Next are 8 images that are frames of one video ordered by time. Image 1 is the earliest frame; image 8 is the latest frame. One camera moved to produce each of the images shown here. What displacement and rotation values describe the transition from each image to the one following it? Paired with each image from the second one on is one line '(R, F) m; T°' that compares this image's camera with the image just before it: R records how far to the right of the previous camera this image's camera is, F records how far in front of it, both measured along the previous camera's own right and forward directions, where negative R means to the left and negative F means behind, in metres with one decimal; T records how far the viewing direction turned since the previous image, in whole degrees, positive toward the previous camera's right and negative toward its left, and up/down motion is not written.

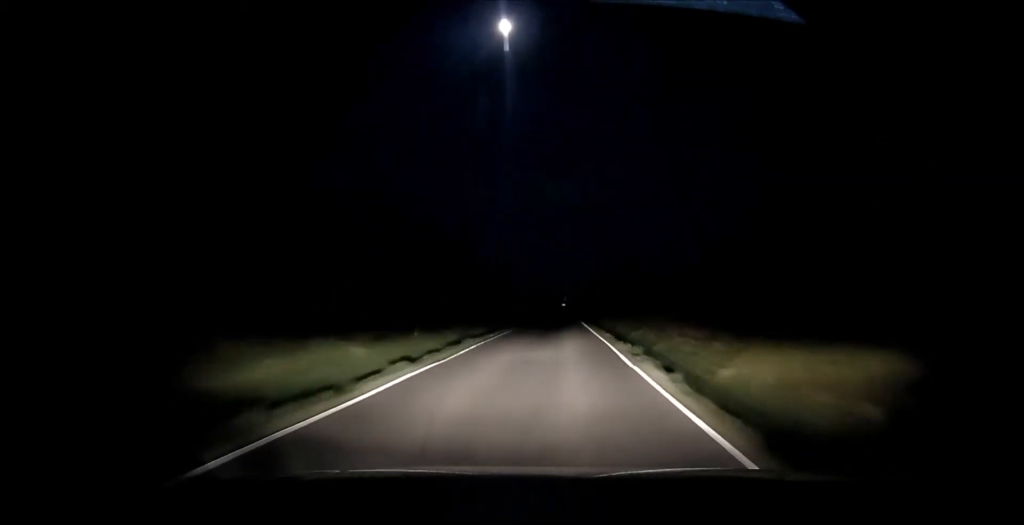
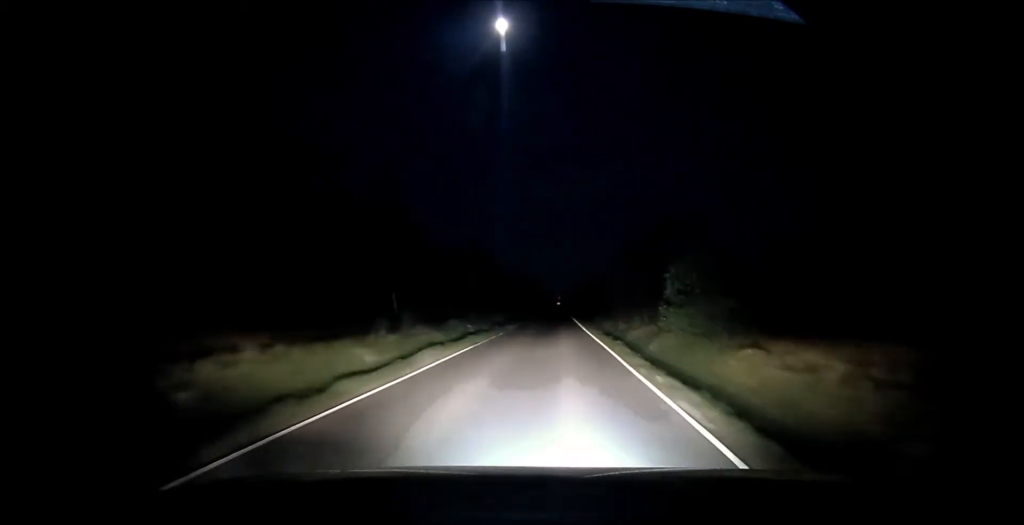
(0.0, +30.4) m; +1°
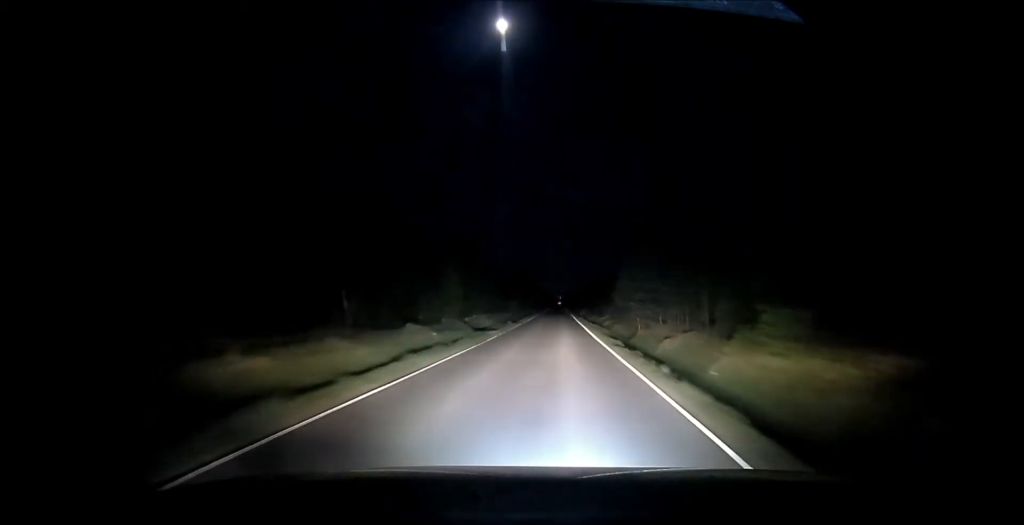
(+0.1, +10.7) m; 0°
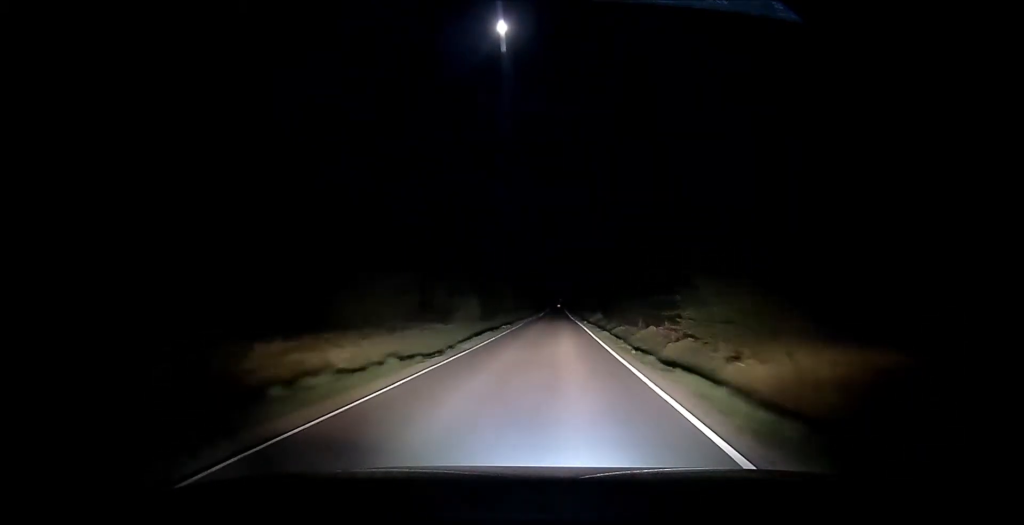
(-0.1, +32.0) m; 0°
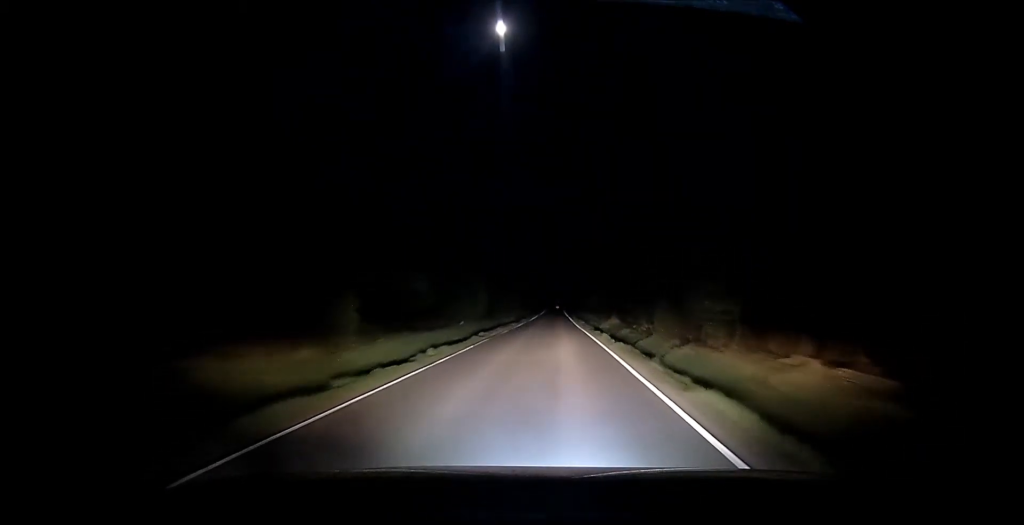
(+0.4, +22.2) m; 0°
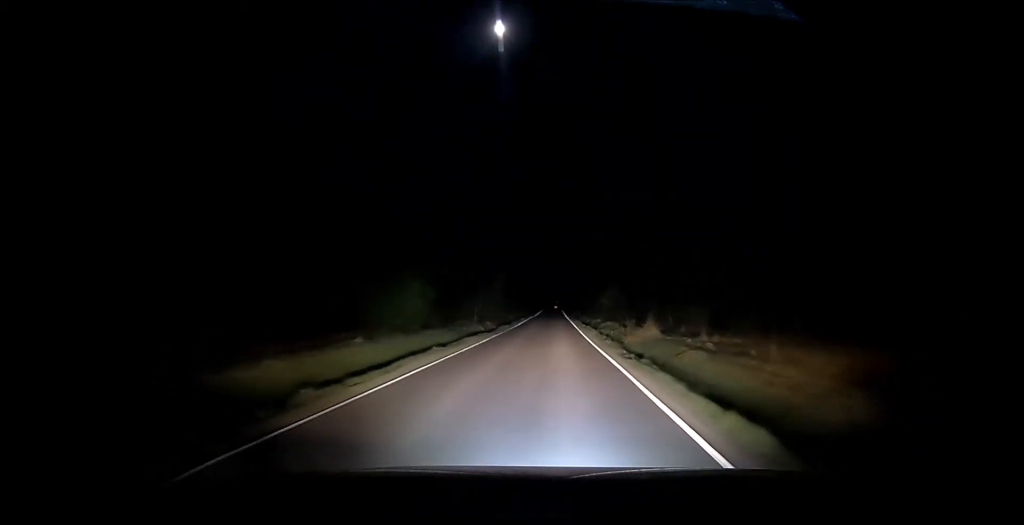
(-0.3, +20.9) m; -1°
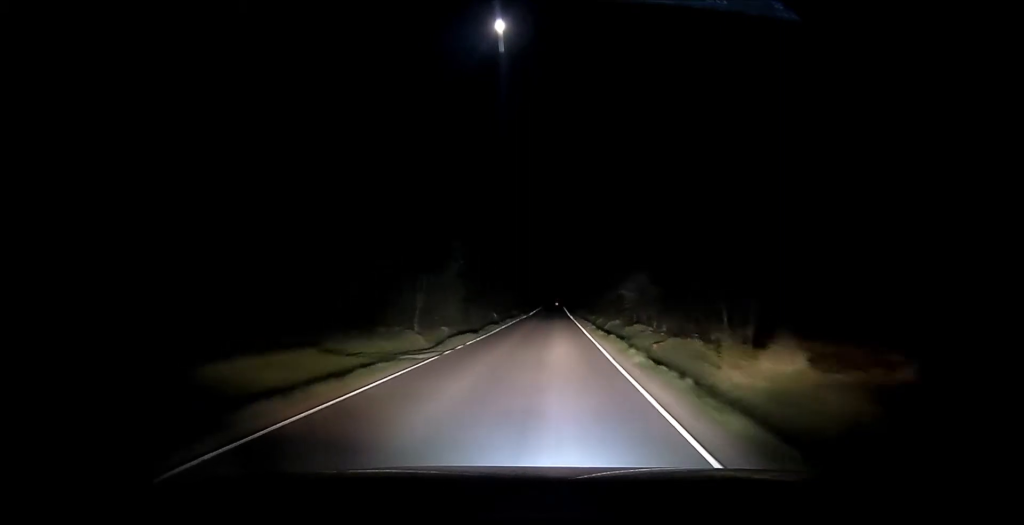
(0.0, +18.4) m; 0°
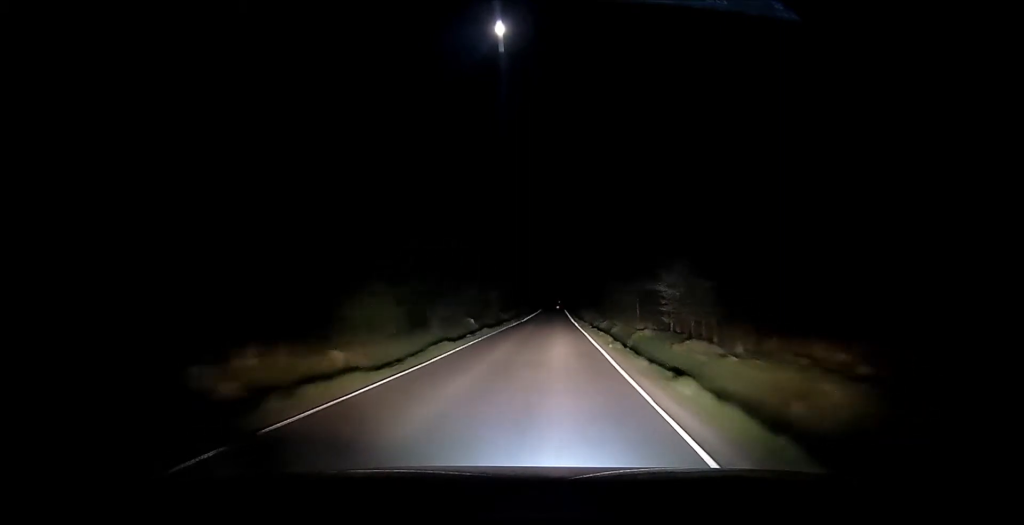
(-0.1, +14.4) m; +1°
